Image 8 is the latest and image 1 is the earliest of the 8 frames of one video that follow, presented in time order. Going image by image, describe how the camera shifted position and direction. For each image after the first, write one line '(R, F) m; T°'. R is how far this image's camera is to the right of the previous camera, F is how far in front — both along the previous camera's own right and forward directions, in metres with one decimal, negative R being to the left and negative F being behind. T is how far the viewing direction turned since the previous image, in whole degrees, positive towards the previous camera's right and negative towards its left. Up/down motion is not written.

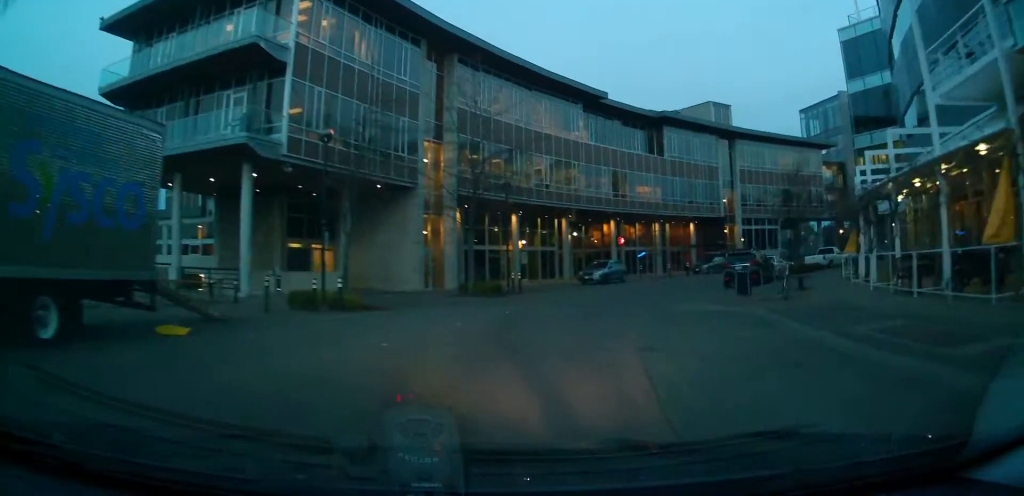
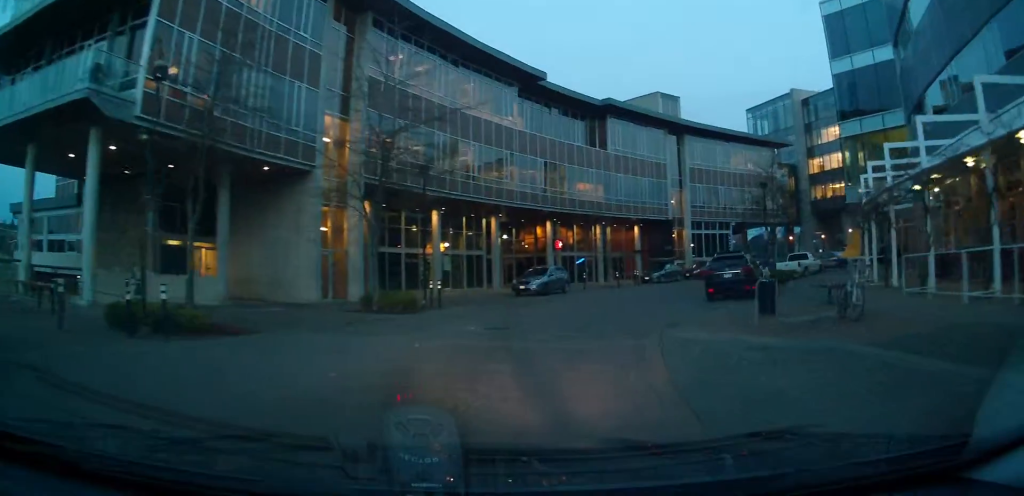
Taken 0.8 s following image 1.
(-0.2, +7.1) m; +7°
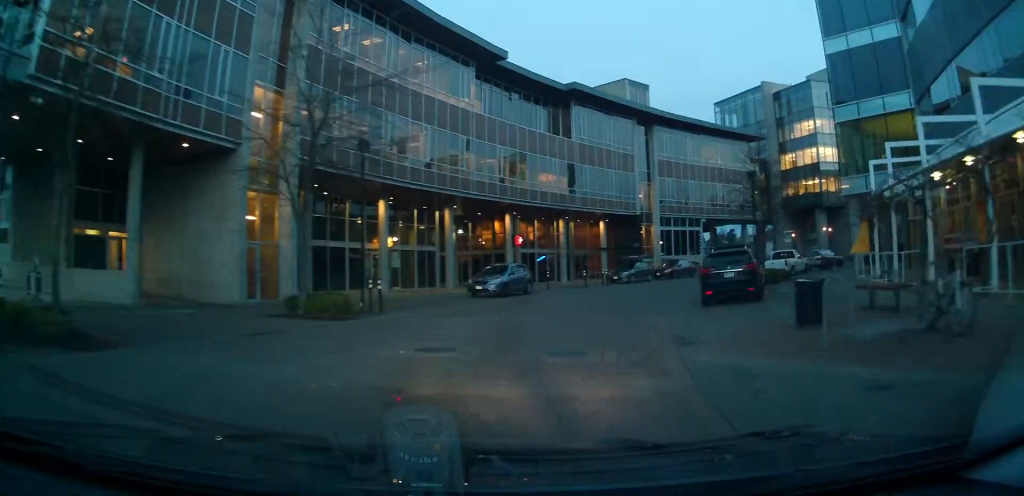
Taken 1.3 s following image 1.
(+0.6, +4.0) m; +4°
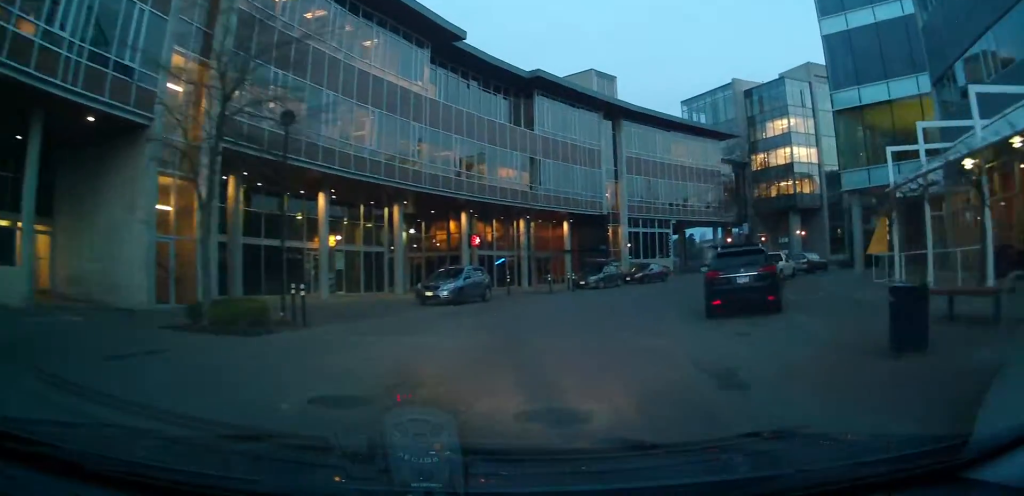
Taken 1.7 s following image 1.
(+0.4, +4.0) m; +4°
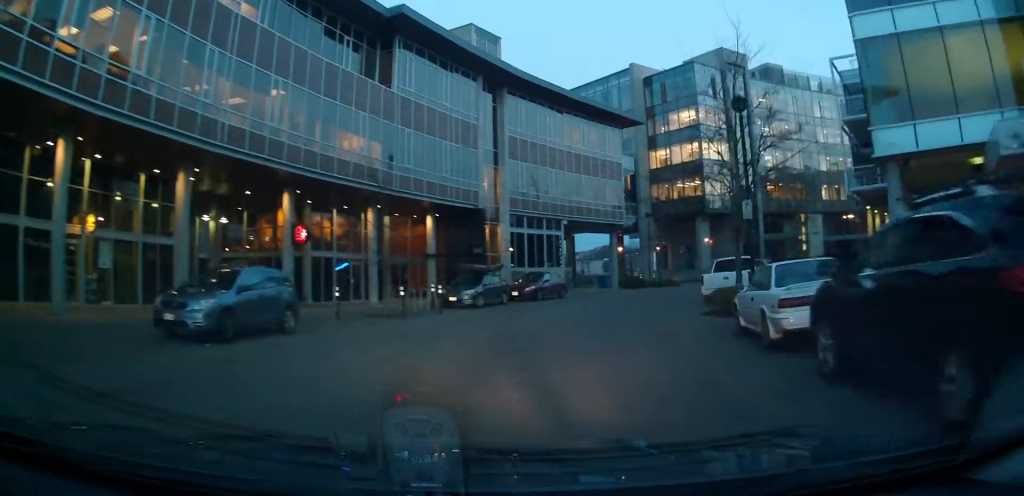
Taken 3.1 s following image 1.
(+0.2, +11.7) m; +3°
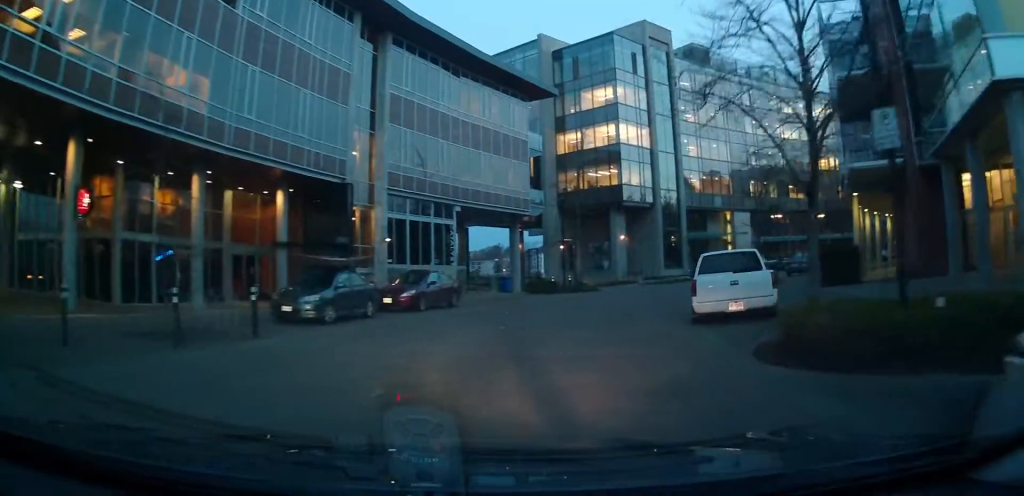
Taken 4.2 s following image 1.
(+0.5, +9.1) m; +12°
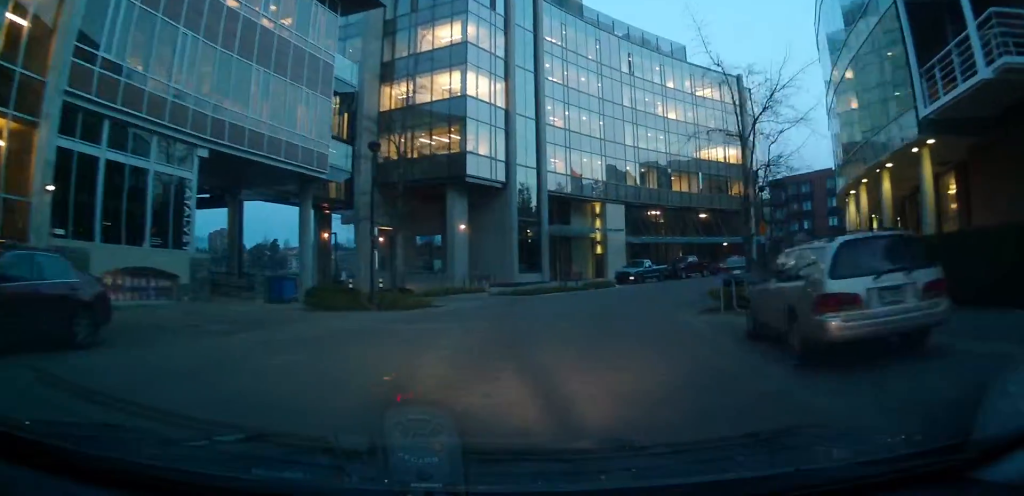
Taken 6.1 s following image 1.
(+3.4, +15.0) m; +18°
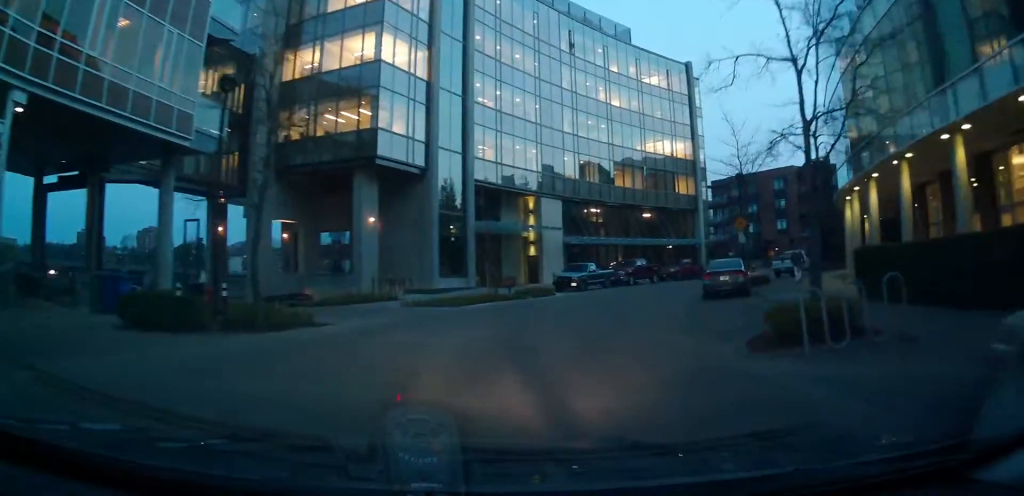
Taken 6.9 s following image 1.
(0.0, +7.1) m; +2°
